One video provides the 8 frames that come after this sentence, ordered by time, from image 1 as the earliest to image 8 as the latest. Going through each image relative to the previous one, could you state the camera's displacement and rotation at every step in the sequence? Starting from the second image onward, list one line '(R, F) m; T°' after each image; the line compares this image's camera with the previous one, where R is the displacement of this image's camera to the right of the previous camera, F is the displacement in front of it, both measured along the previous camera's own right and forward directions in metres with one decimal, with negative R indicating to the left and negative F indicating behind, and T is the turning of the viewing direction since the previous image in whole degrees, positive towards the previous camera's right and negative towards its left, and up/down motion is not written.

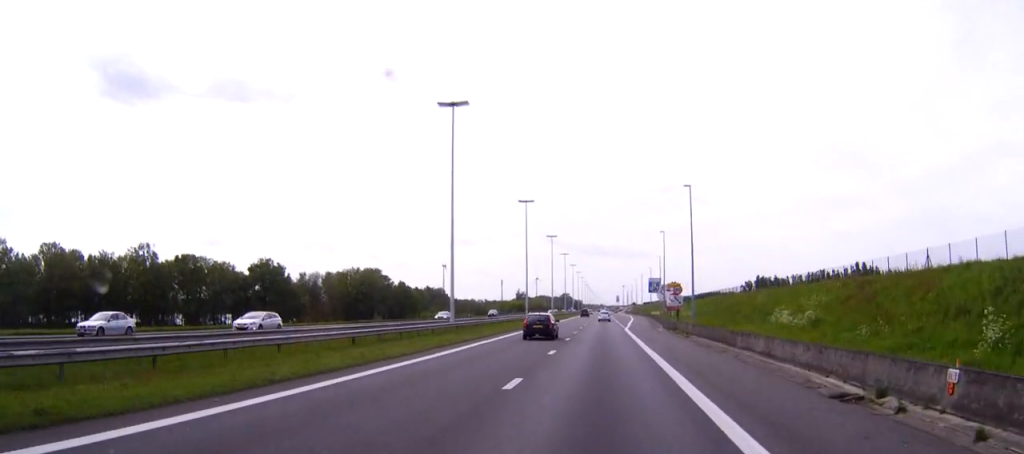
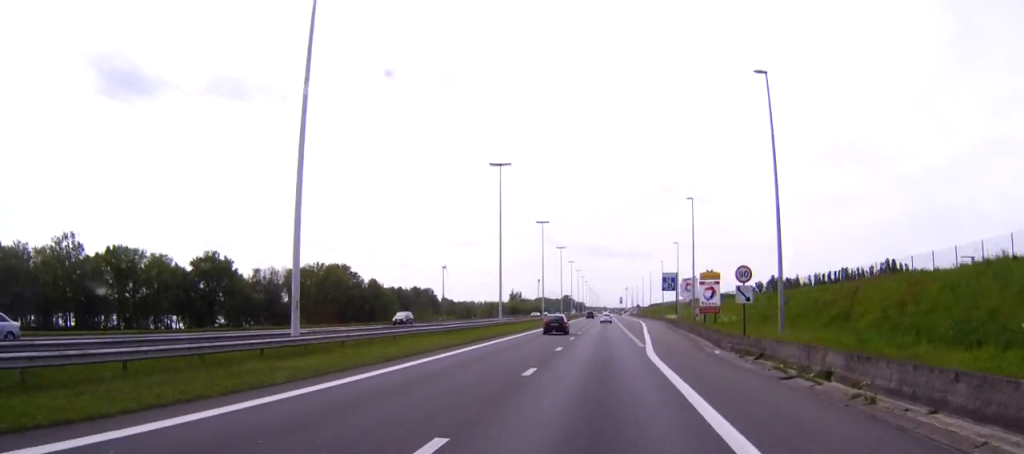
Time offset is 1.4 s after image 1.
(0.0, +33.5) m; 0°
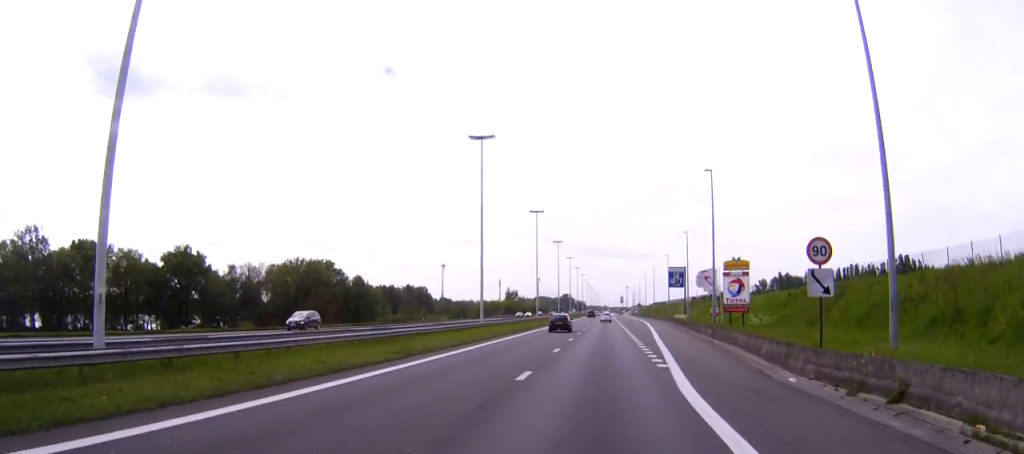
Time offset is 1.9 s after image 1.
(0.0, +13.8) m; 0°
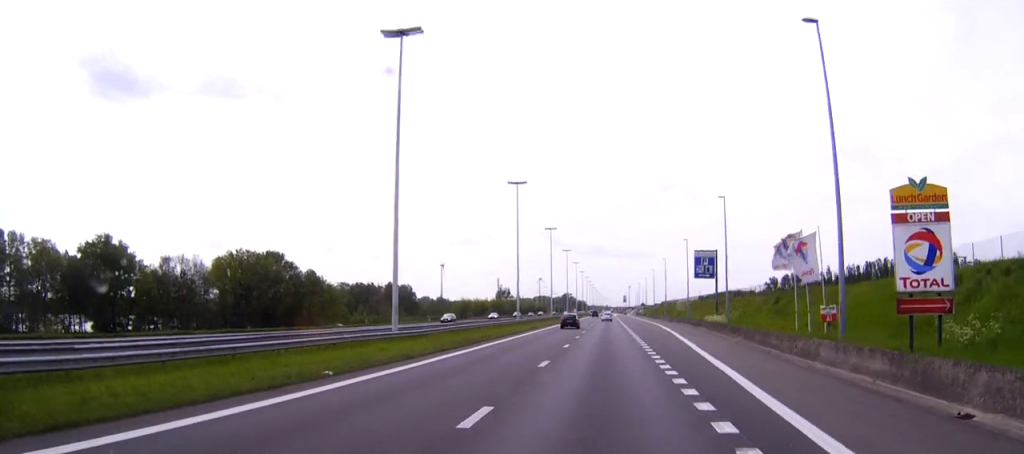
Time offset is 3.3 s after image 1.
(0.0, +32.4) m; 0°
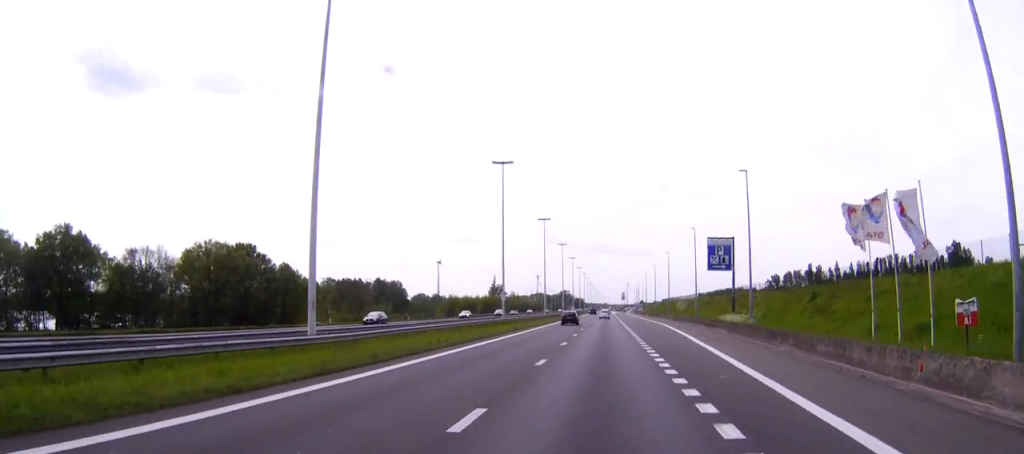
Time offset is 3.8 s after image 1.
(0.0, +13.0) m; 0°
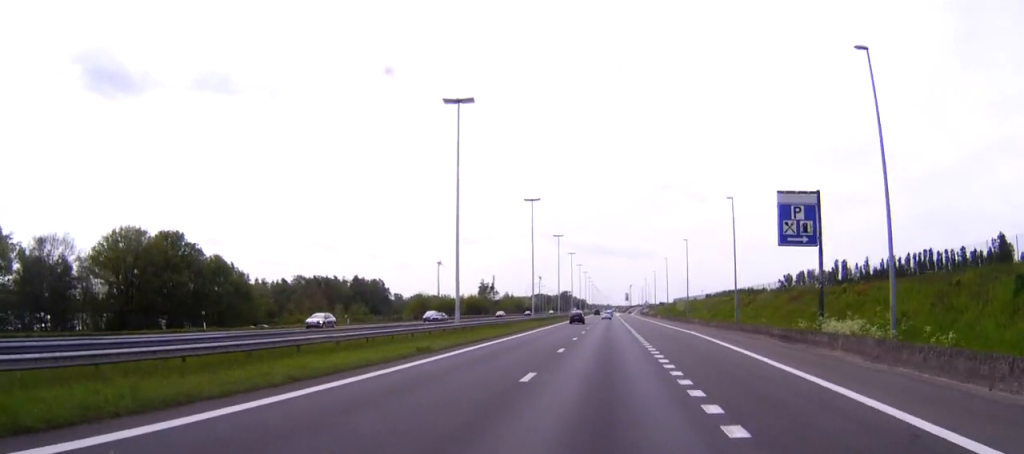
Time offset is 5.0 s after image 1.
(0.0, +30.1) m; 0°
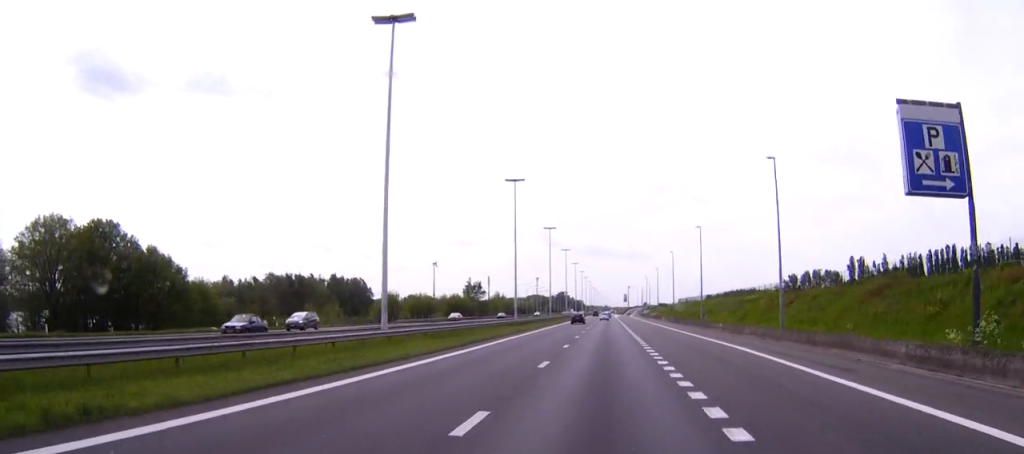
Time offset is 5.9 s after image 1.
(0.0, +20.4) m; 0°
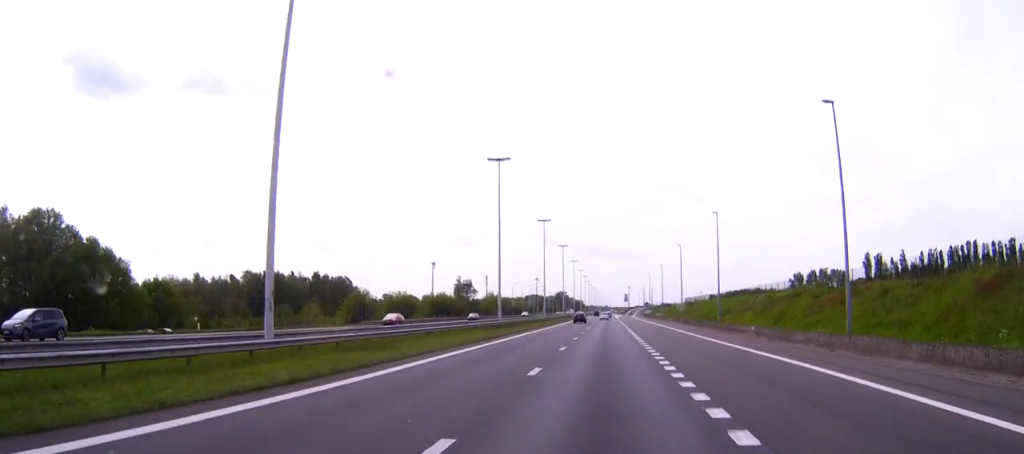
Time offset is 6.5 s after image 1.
(0.0, +15.4) m; 0°
